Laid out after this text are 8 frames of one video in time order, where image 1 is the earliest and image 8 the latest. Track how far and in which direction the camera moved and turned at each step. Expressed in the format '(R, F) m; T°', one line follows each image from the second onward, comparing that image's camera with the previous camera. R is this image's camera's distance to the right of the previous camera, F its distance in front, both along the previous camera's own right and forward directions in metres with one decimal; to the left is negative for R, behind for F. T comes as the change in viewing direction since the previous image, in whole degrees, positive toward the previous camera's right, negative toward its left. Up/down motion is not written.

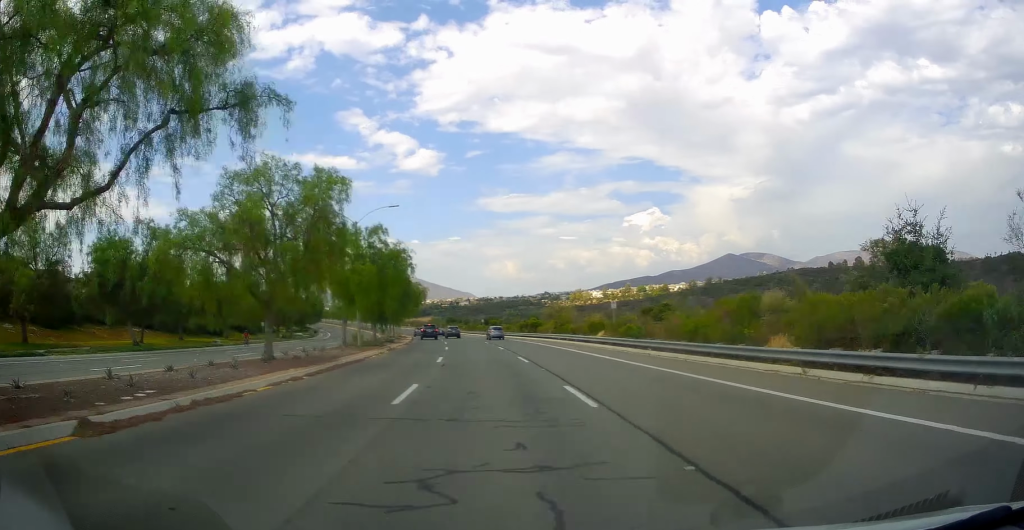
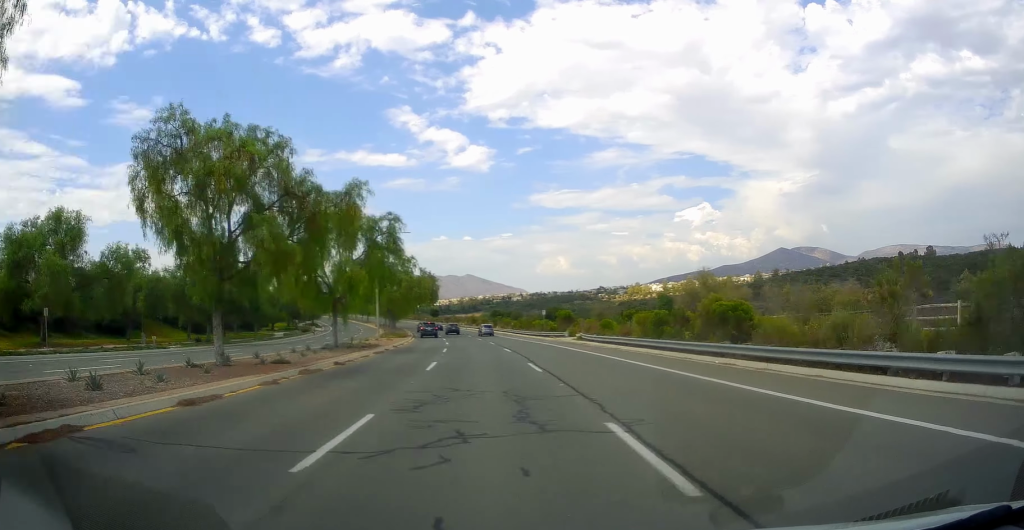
(-2.8, +65.4) m; -6°
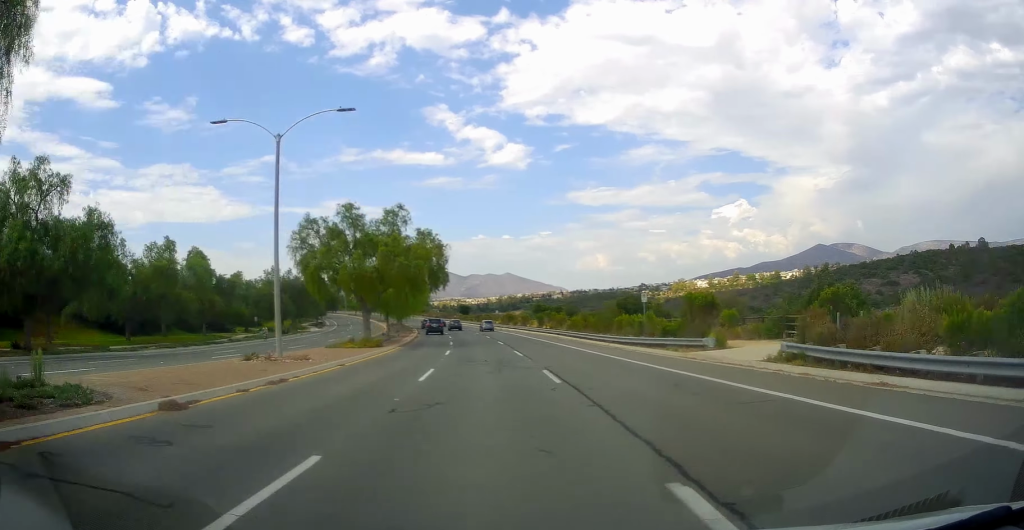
(-0.9, +31.1) m; -3°
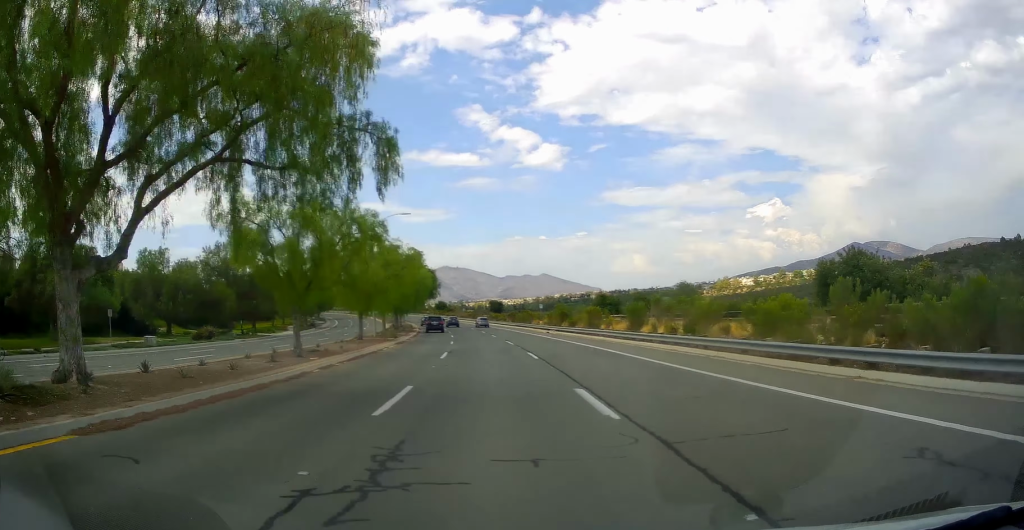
(-1.3, +34.9) m; -3°
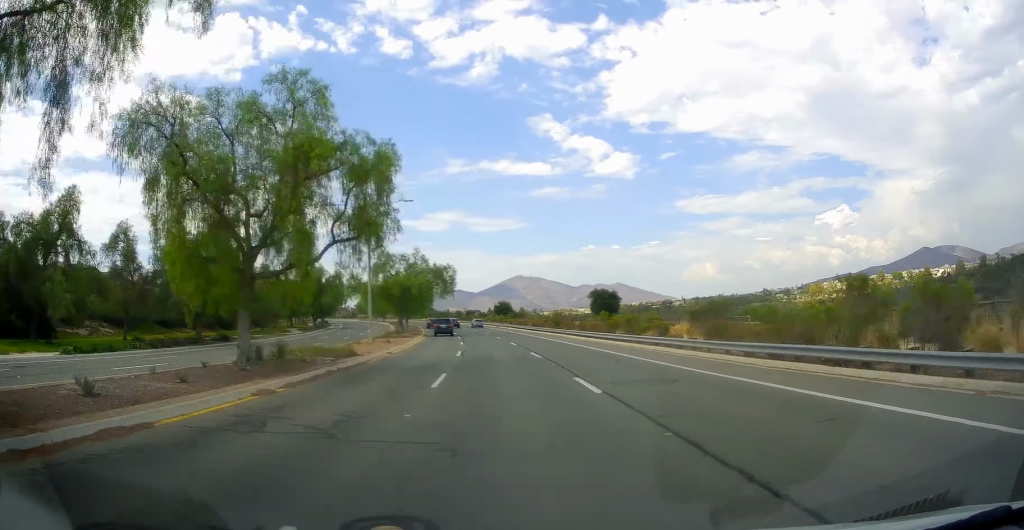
(-3.1, +69.5) m; -6°
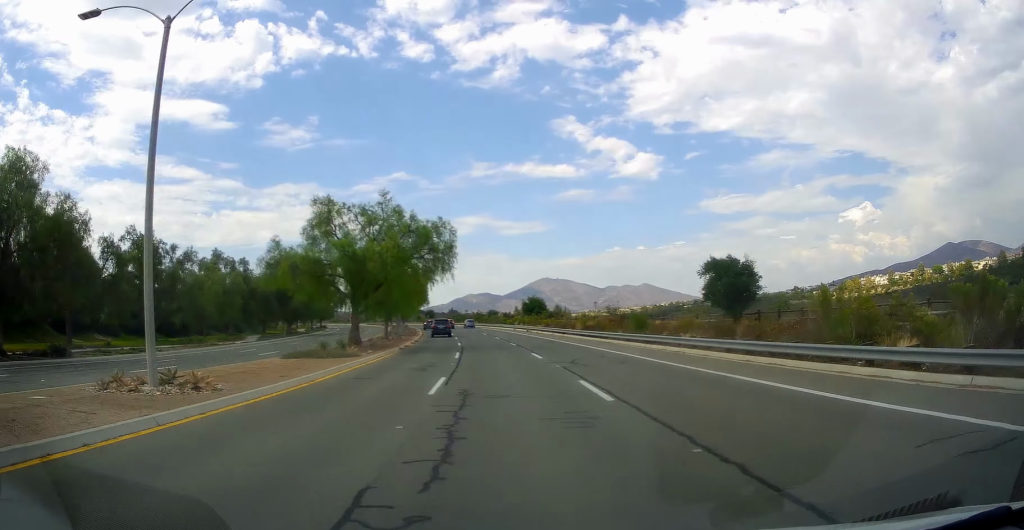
(-1.2, +30.9) m; -4°
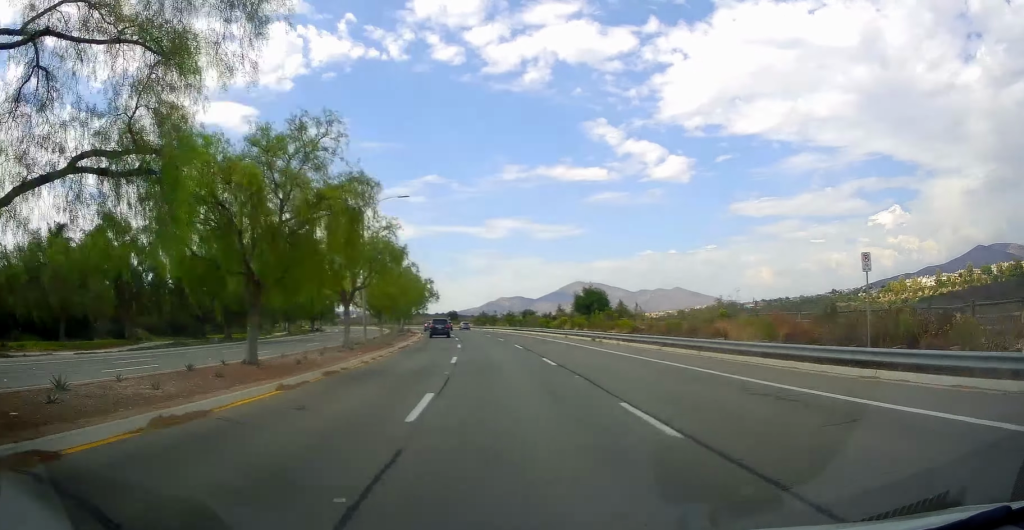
(-1.0, +34.0) m; -4°
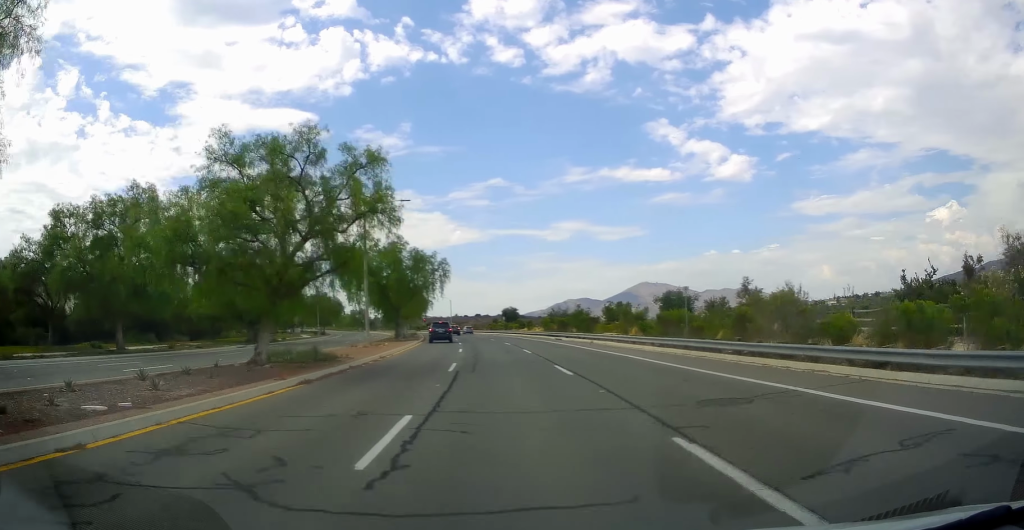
(-3.0, +62.1) m; -5°
